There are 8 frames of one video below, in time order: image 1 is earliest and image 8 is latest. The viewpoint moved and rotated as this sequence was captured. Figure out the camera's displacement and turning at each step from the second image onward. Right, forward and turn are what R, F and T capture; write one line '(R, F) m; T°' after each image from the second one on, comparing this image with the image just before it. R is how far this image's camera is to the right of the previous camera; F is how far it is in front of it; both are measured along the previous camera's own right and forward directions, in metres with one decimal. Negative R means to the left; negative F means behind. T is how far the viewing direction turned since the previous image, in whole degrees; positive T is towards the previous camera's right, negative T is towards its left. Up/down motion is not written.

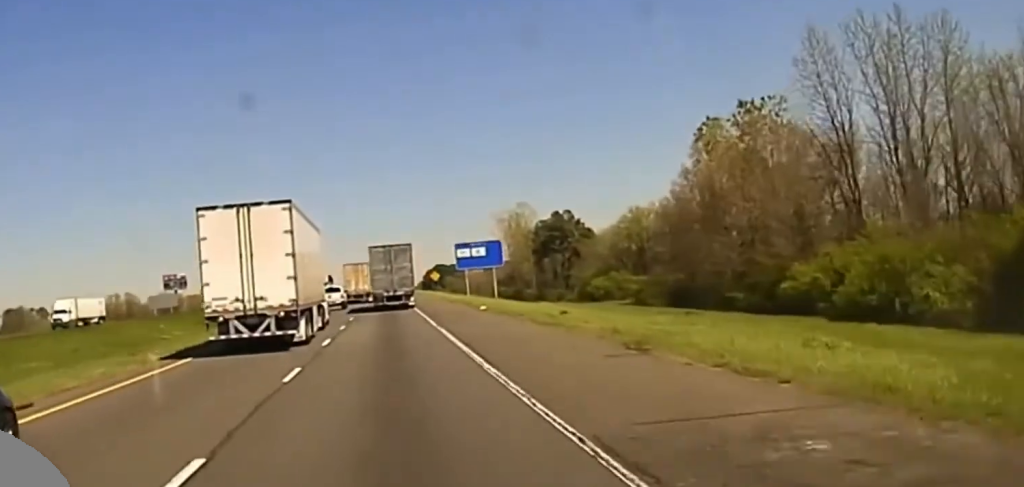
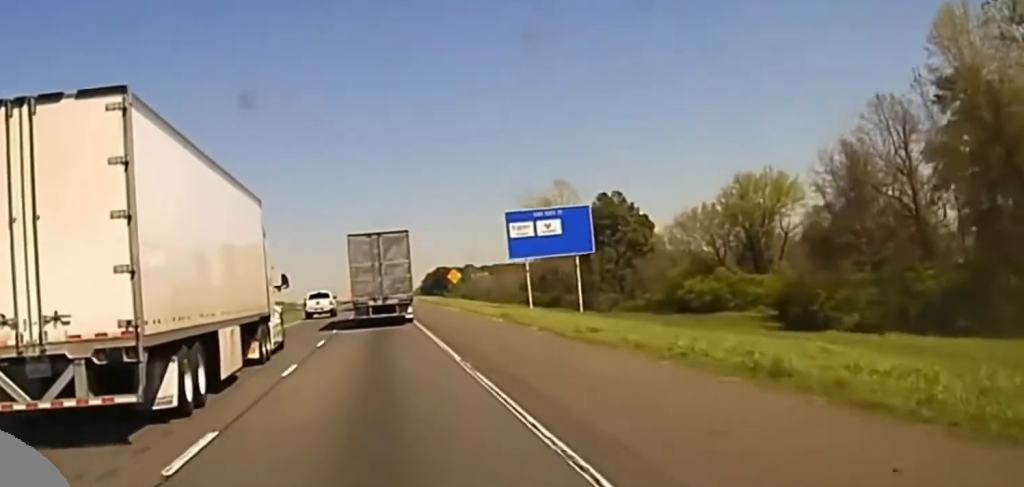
(+0.1, +59.0) m; 0°
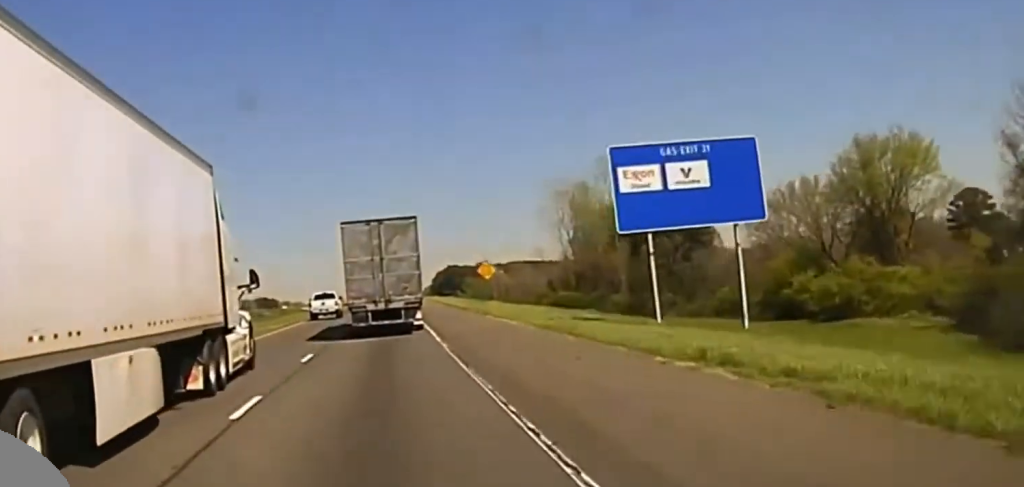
(+0.1, +32.1) m; 0°
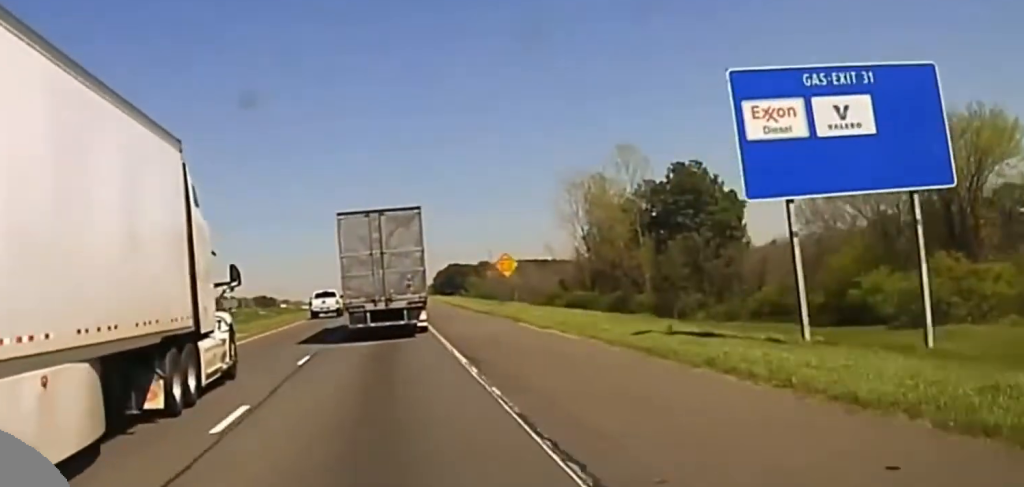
(0.0, +14.1) m; 0°
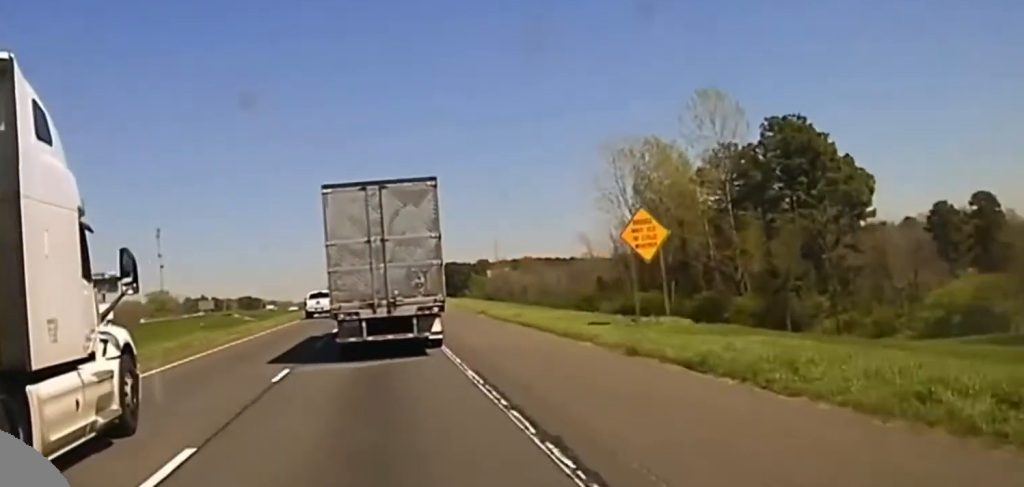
(0.0, +43.3) m; 0°
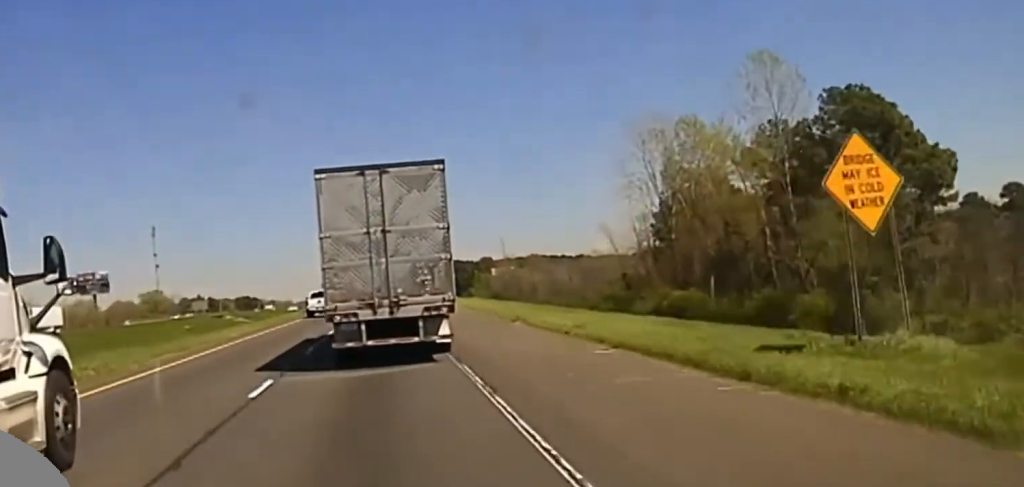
(0.0, +15.0) m; 0°
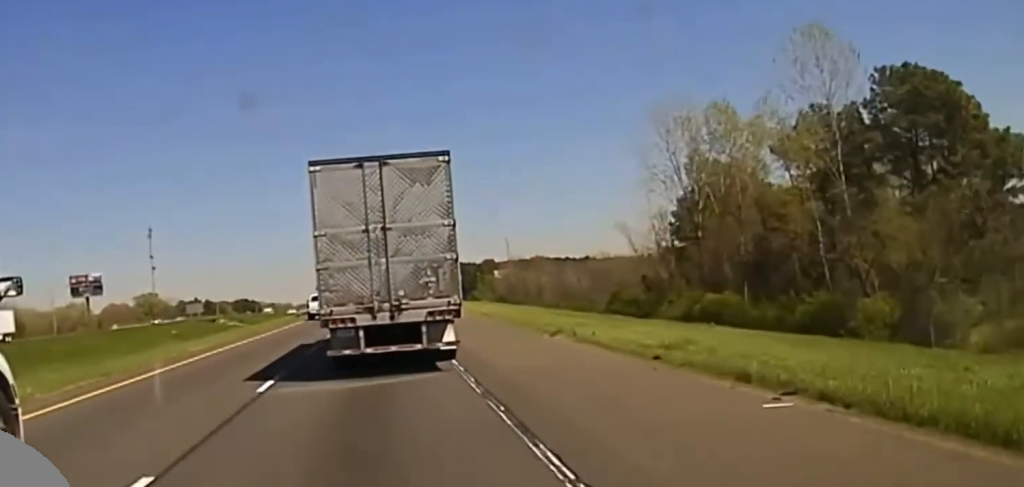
(0.0, +11.1) m; 0°
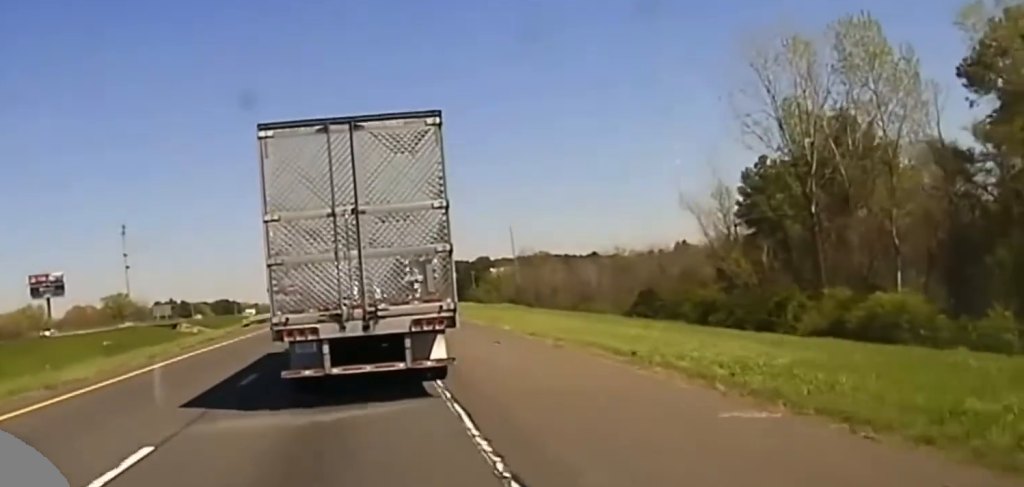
(0.0, +35.9) m; -1°
